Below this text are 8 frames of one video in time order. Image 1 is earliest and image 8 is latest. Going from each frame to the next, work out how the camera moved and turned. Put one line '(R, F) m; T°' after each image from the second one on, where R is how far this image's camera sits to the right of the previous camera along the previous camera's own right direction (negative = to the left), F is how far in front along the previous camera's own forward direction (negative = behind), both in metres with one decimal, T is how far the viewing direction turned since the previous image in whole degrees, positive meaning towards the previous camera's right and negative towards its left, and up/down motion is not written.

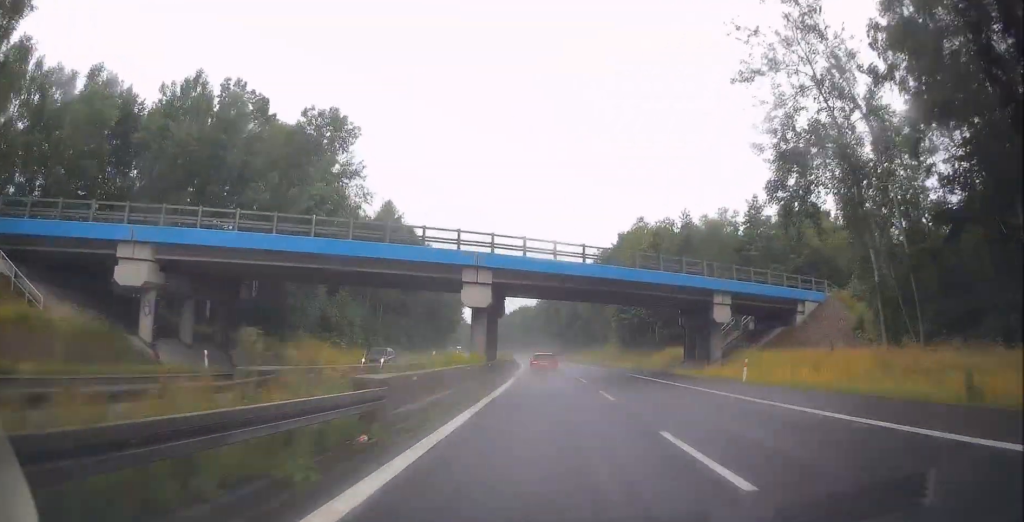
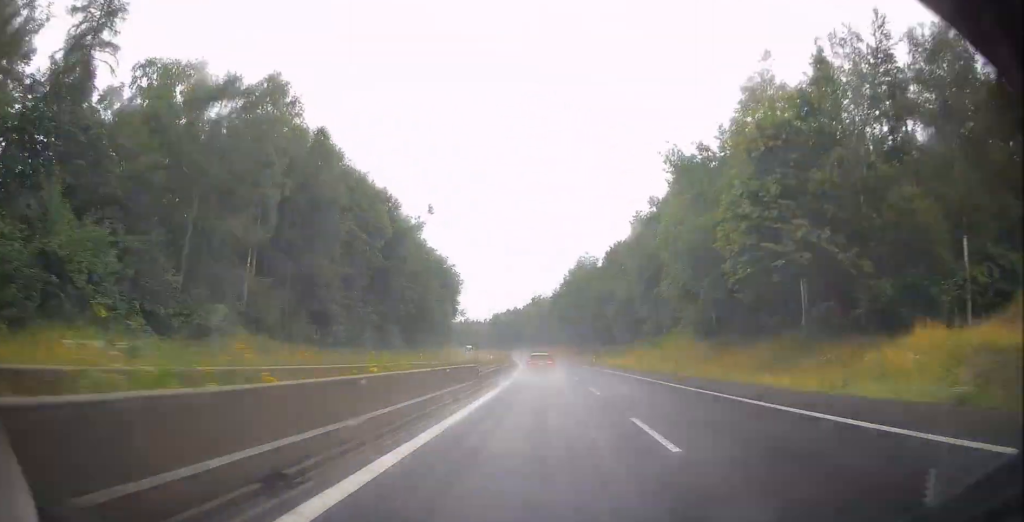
(-0.5, +44.8) m; -2°
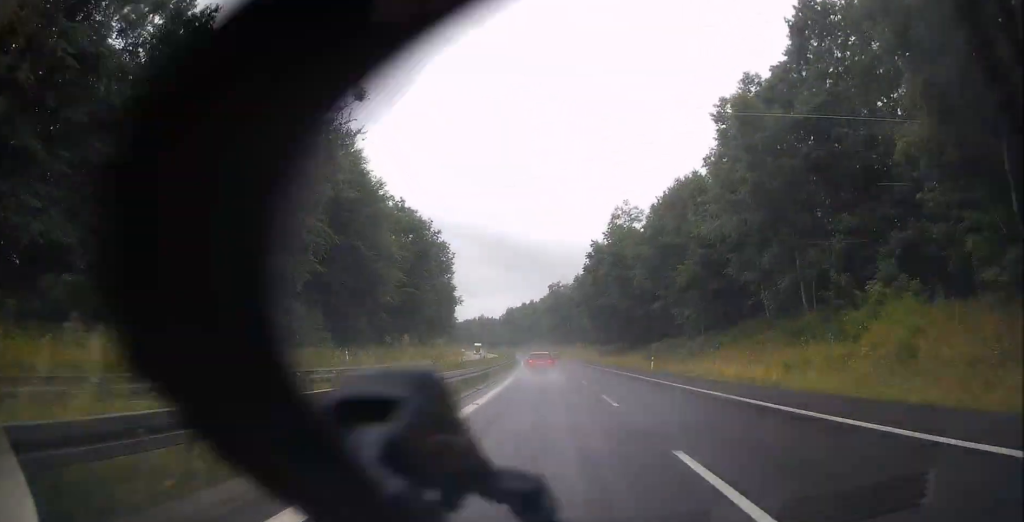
(-0.9, +39.6) m; -2°
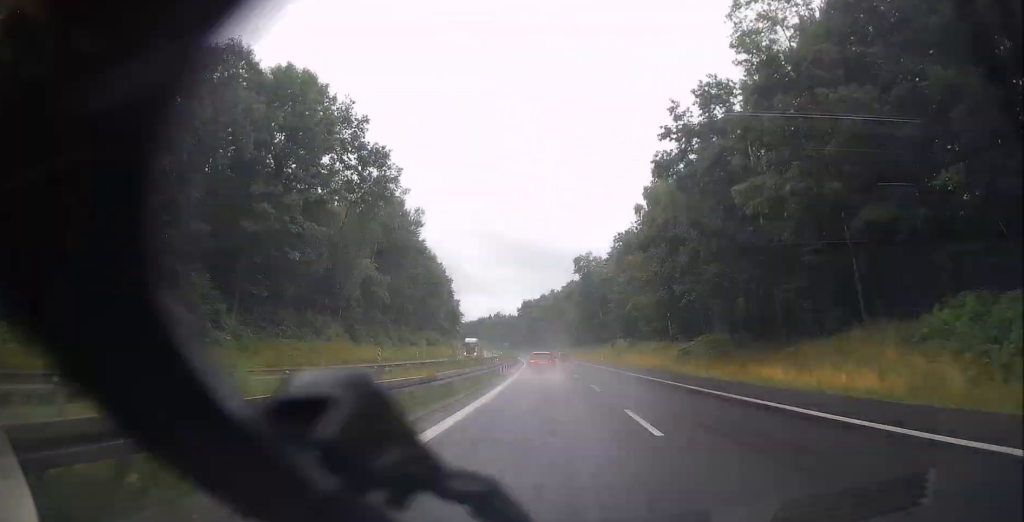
(-0.2, +53.2) m; -1°
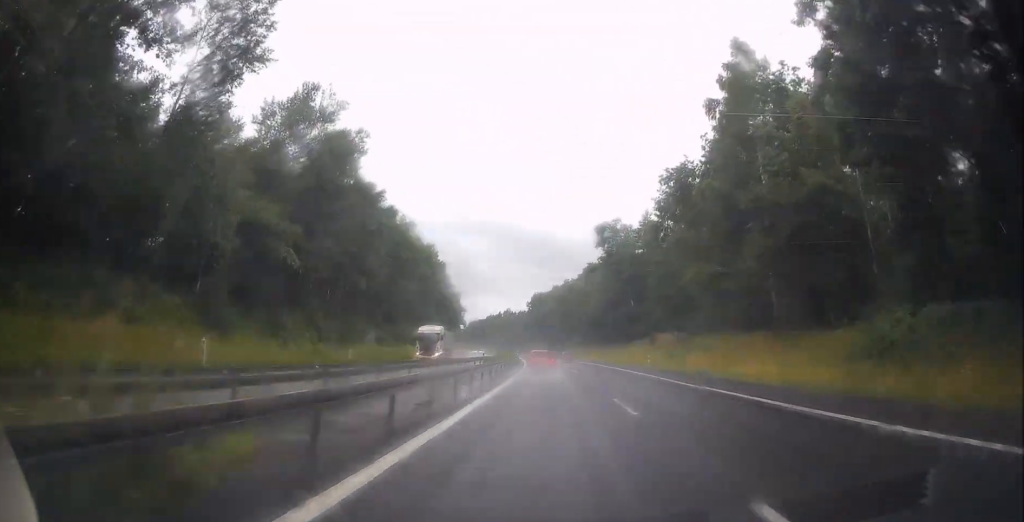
(-0.2, +32.2) m; -2°
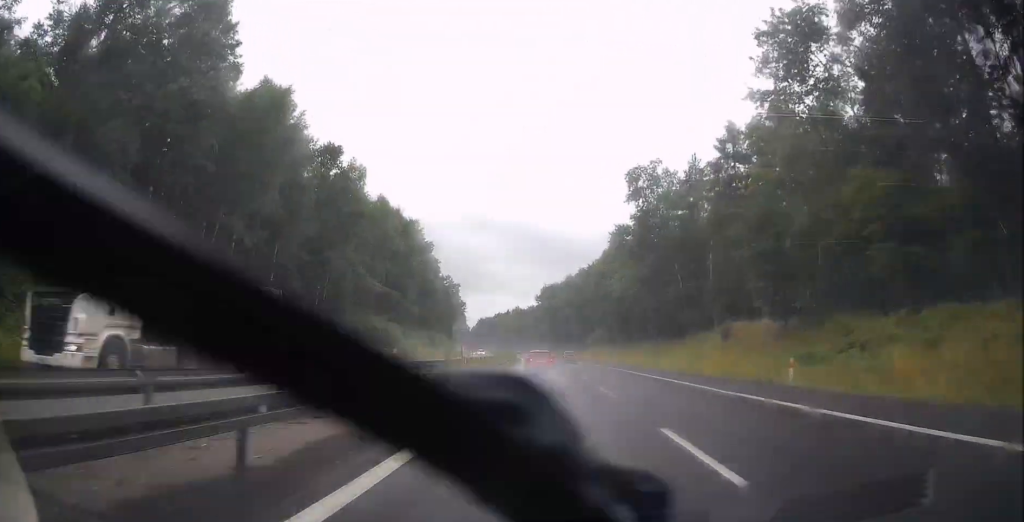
(-0.8, +30.0) m; -1°
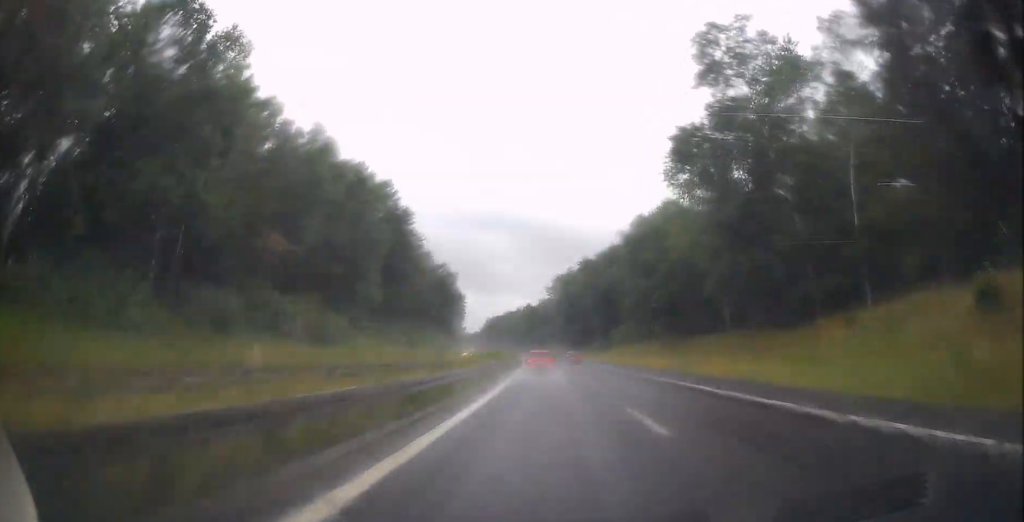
(+0.3, +31.3) m; -1°
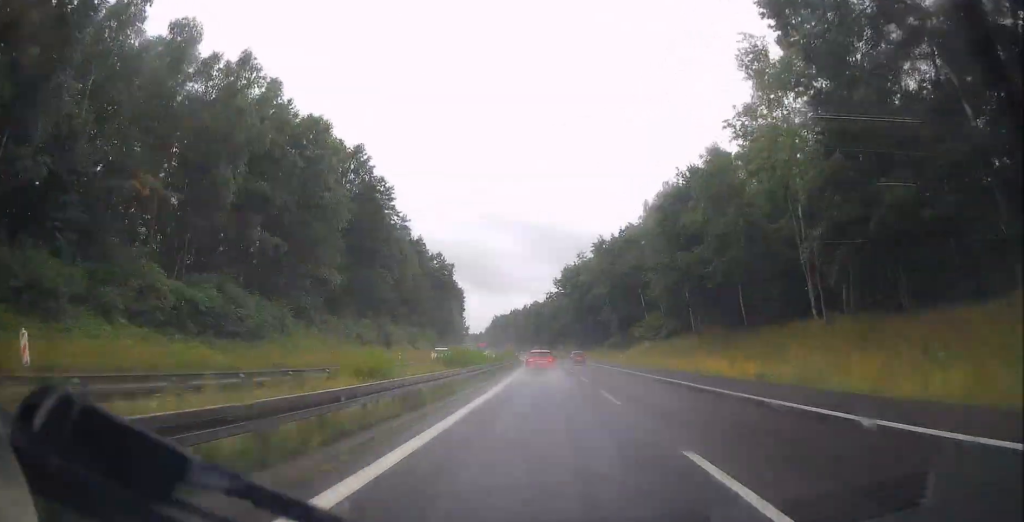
(-0.3, +18.1) m; -1°
